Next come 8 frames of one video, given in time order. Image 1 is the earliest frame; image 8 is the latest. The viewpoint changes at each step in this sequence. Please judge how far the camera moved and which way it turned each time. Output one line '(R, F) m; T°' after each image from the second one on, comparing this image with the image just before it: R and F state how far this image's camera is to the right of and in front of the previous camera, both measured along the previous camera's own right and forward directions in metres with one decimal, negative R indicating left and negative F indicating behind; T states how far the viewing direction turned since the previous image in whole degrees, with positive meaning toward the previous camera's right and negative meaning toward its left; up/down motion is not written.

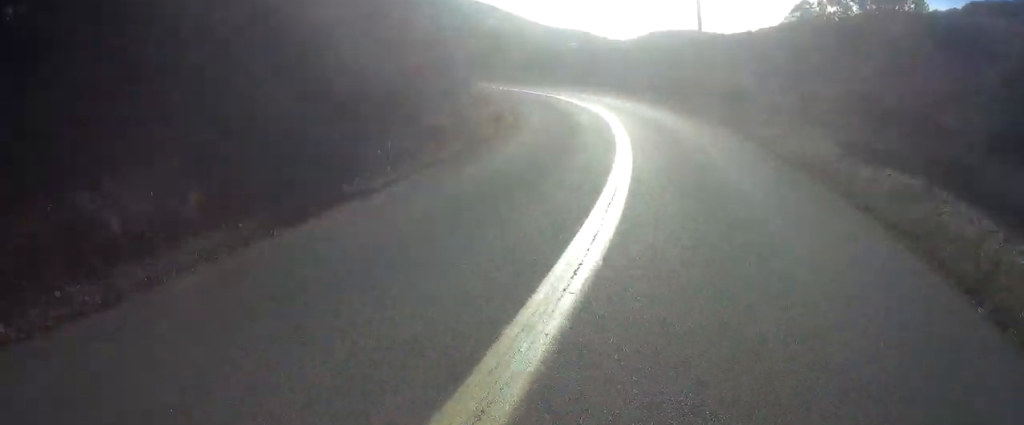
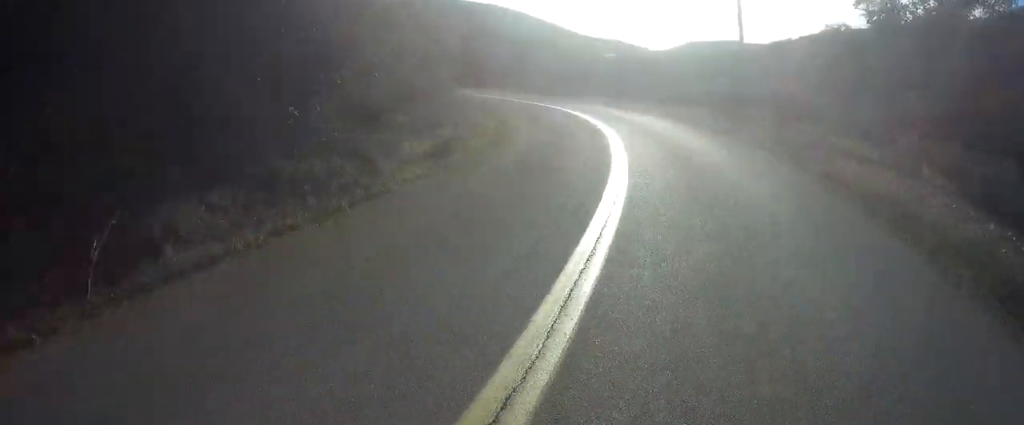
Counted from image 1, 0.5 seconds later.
(0.0, +7.5) m; -2°
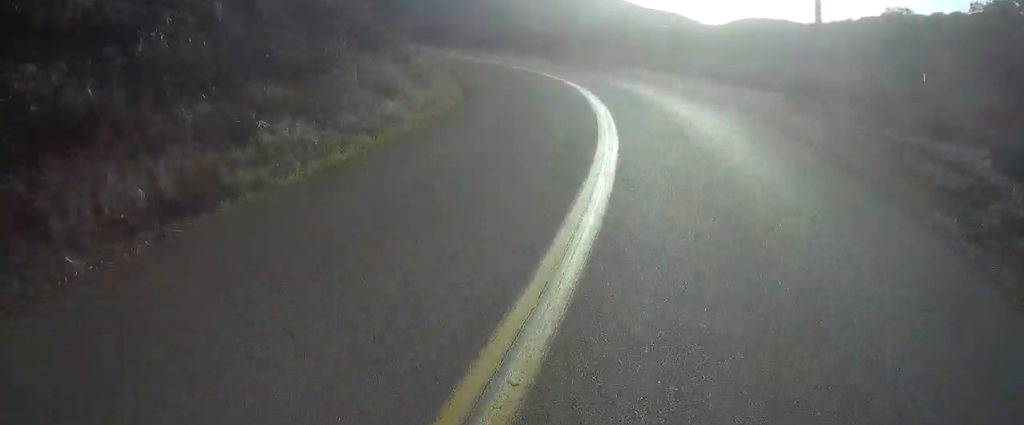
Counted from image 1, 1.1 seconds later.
(-0.1, +9.1) m; -9°
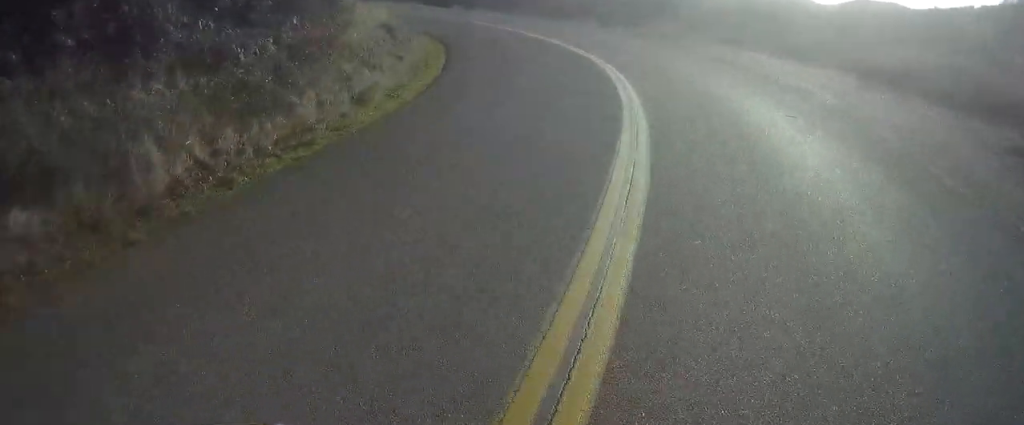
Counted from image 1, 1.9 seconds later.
(-1.4, +9.9) m; -12°
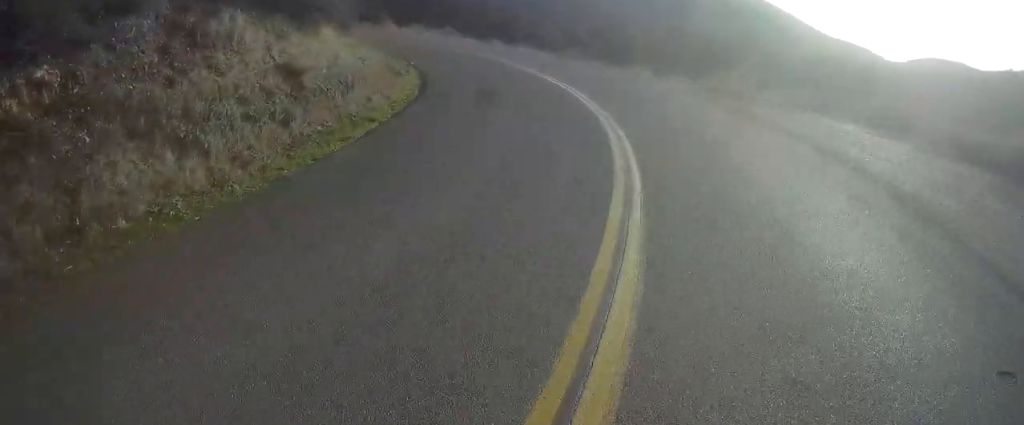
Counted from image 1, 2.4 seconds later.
(-0.7, +5.9) m; -7°
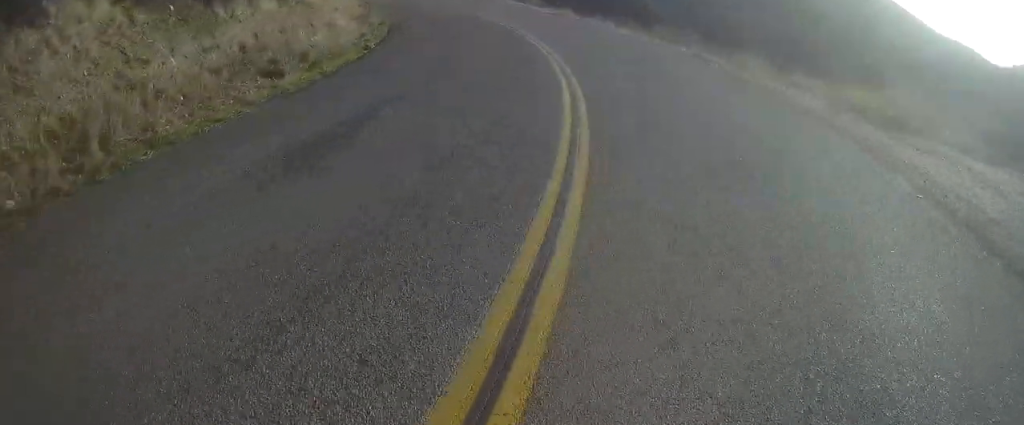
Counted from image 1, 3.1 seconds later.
(-0.3, +8.3) m; -2°
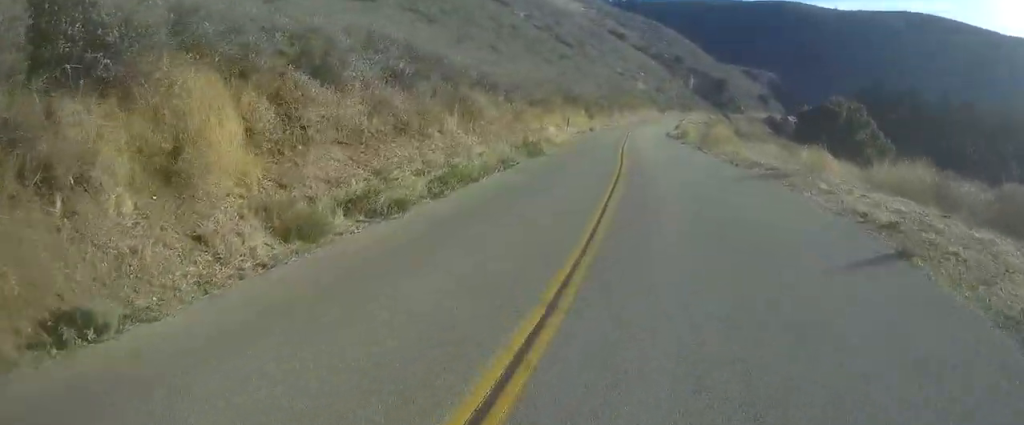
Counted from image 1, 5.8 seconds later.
(-4.4, +28.5) m; -31°
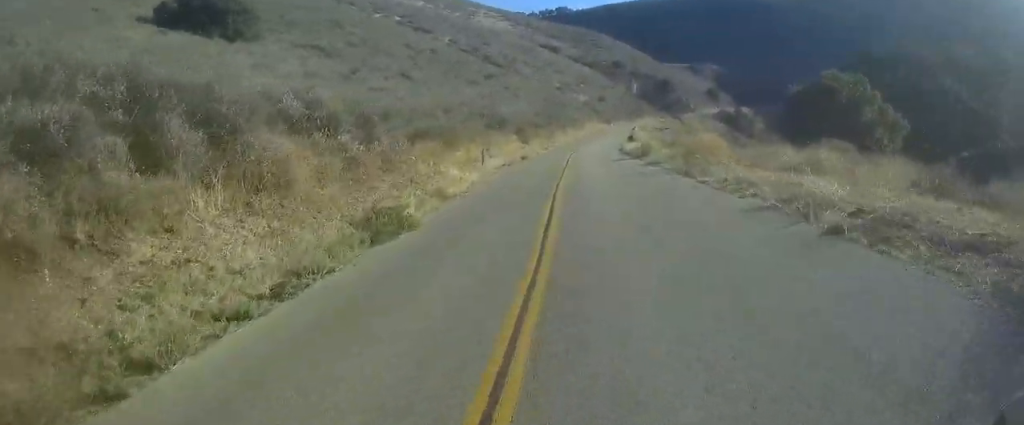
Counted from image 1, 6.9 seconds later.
(-2.4, +12.0) m; -12°
